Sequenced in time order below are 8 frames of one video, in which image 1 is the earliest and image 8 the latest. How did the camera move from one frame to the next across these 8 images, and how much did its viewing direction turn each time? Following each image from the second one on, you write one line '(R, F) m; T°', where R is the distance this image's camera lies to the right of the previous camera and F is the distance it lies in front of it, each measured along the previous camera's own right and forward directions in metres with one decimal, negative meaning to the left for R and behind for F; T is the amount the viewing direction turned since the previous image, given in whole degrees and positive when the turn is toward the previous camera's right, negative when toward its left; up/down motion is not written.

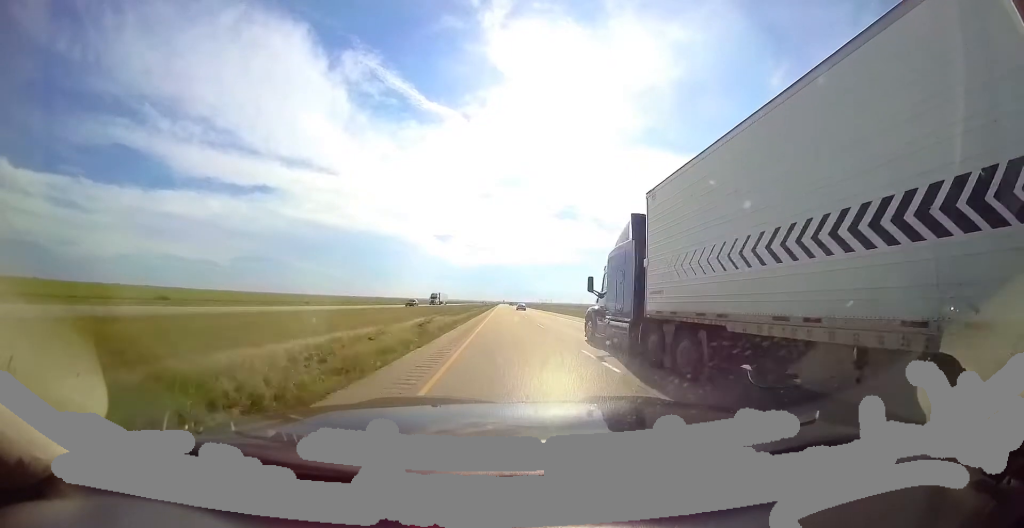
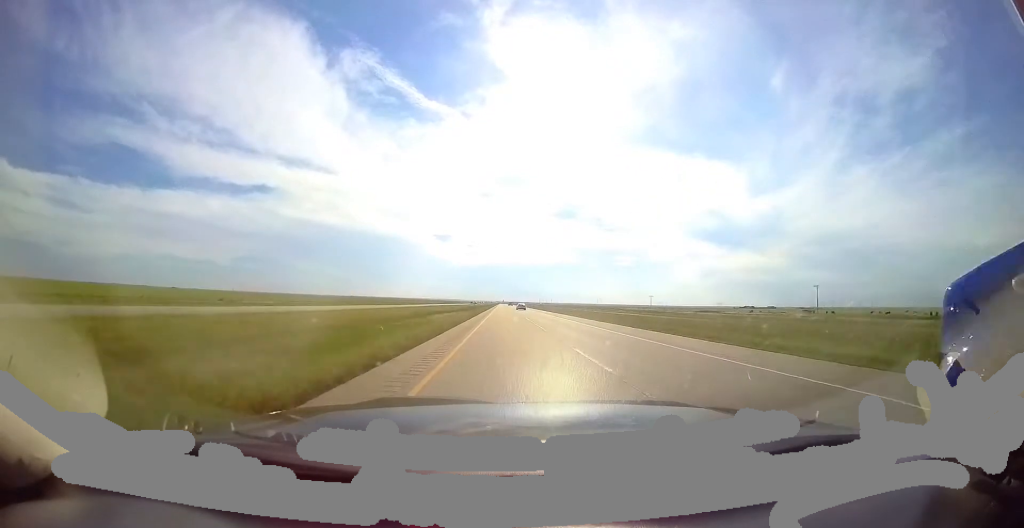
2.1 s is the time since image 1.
(-0.4, +73.3) m; 0°
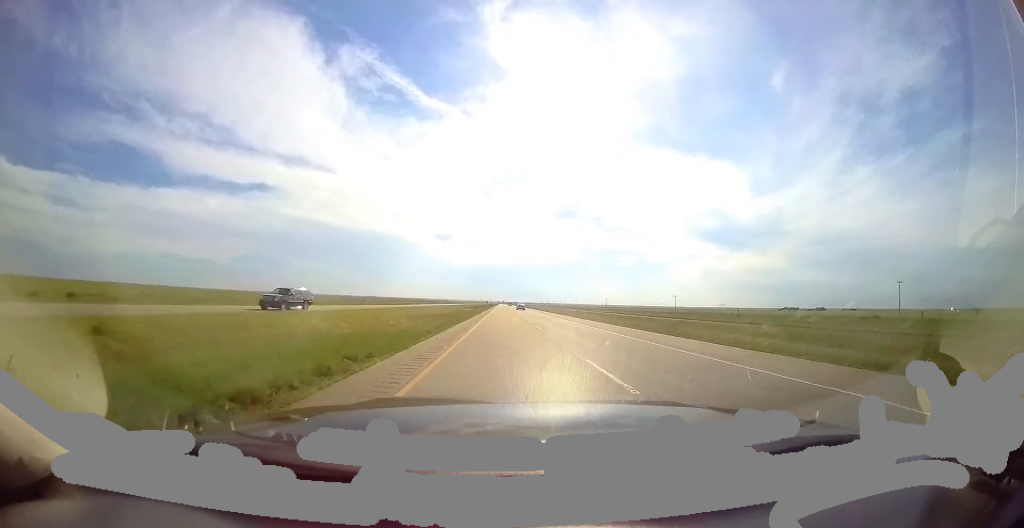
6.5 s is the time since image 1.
(+0.4, +148.8) m; 0°
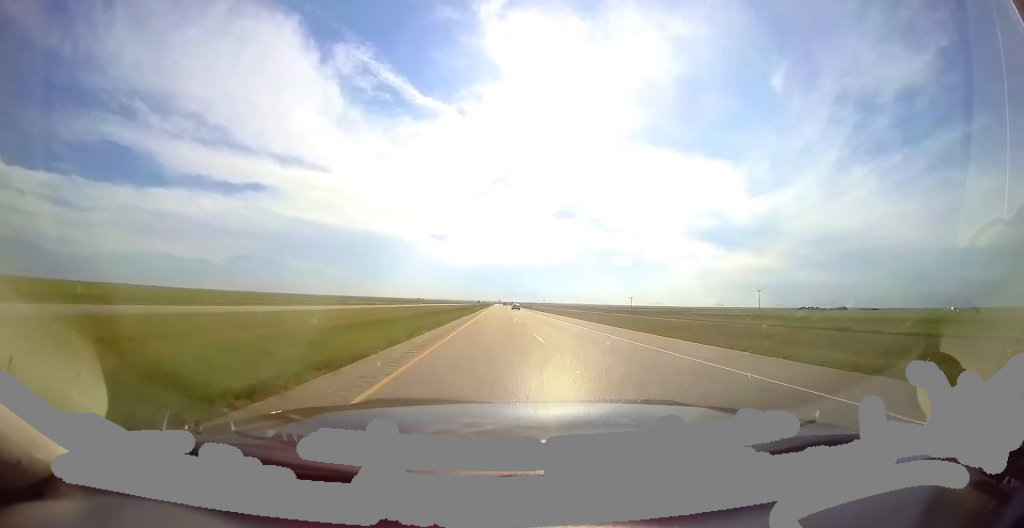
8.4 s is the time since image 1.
(+0.9, +66.5) m; 0°
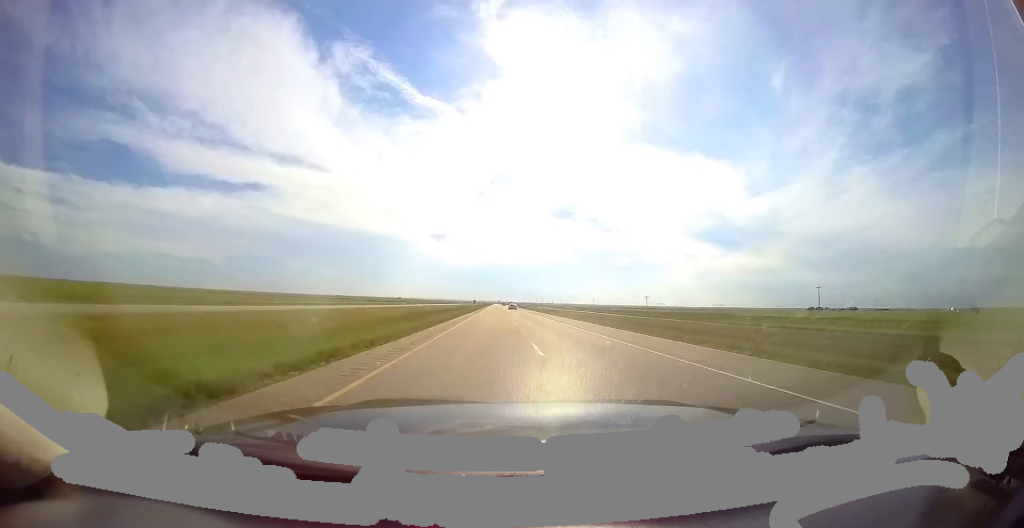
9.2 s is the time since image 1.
(-0.1, +27.4) m; 0°
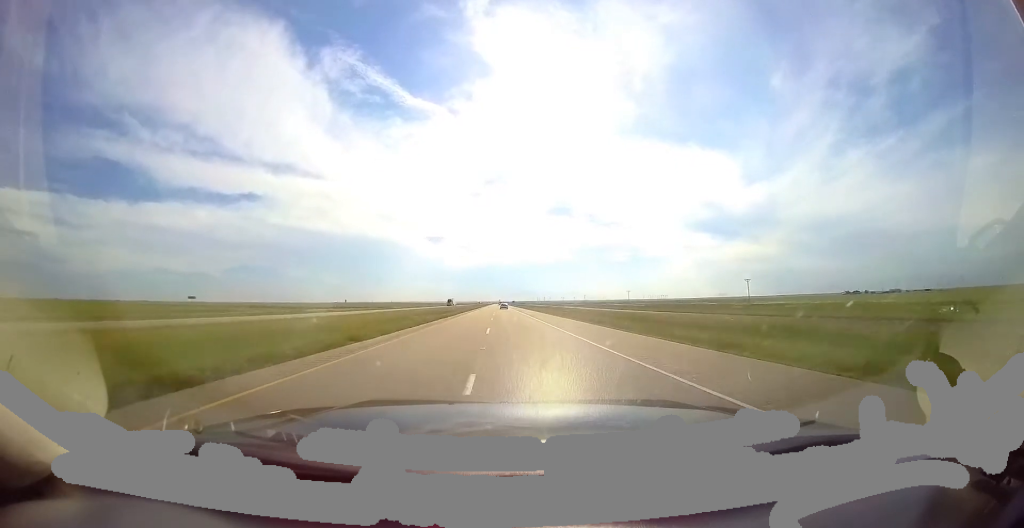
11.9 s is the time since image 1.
(+0.4, +91.2) m; 0°
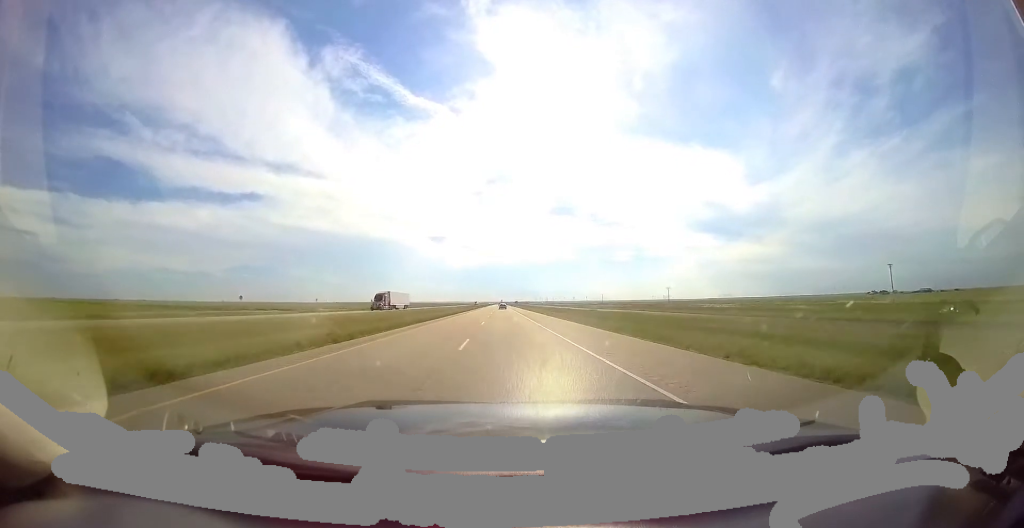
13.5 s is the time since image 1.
(-0.1, +54.8) m; 0°
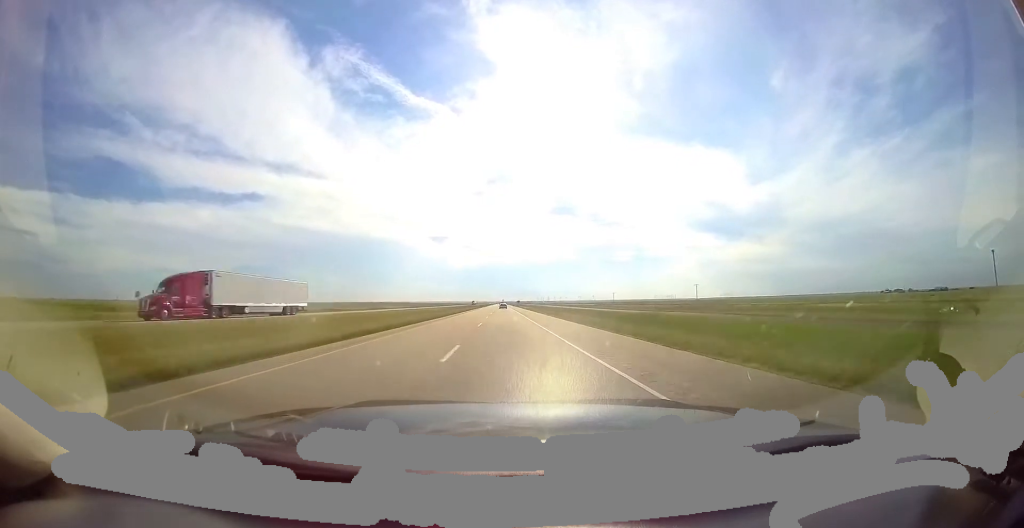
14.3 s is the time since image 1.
(-0.2, +27.4) m; 0°
